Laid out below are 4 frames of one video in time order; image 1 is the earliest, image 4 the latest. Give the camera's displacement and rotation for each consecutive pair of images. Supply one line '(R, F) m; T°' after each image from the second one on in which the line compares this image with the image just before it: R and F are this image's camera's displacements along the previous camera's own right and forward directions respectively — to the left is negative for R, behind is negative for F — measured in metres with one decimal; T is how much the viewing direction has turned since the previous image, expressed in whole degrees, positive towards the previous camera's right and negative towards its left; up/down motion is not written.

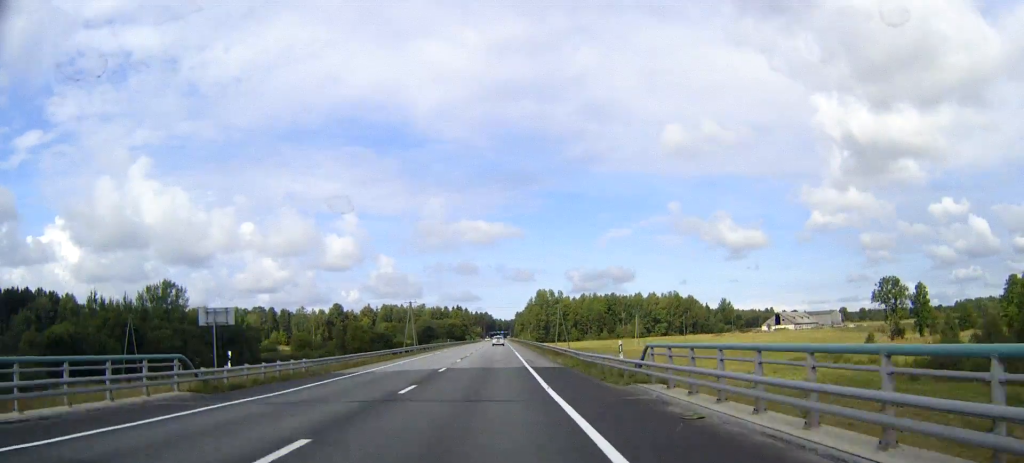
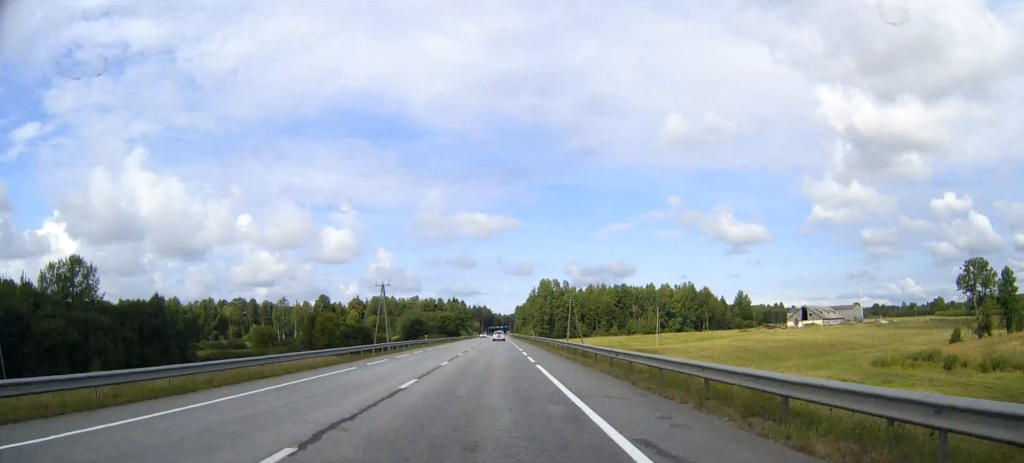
(0.0, +39.5) m; 0°
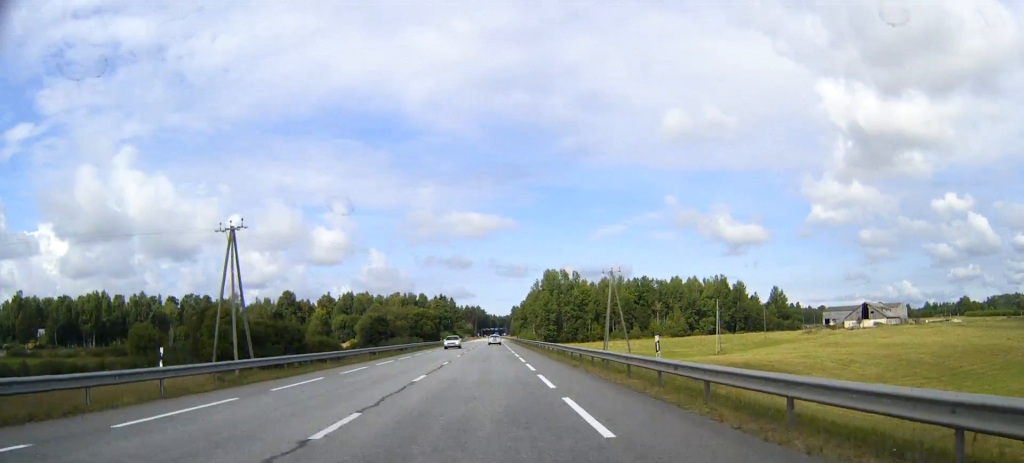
(0.0, +69.7) m; 0°
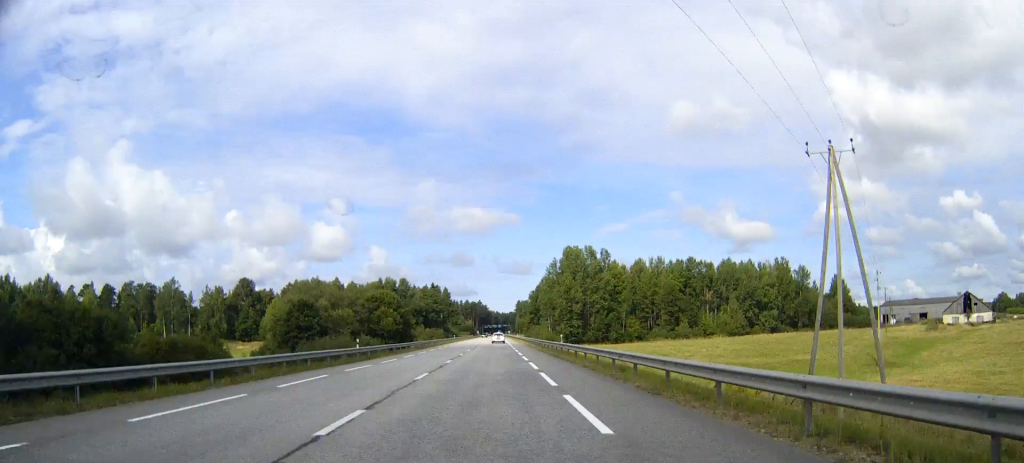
(+0.1, +72.9) m; 0°
